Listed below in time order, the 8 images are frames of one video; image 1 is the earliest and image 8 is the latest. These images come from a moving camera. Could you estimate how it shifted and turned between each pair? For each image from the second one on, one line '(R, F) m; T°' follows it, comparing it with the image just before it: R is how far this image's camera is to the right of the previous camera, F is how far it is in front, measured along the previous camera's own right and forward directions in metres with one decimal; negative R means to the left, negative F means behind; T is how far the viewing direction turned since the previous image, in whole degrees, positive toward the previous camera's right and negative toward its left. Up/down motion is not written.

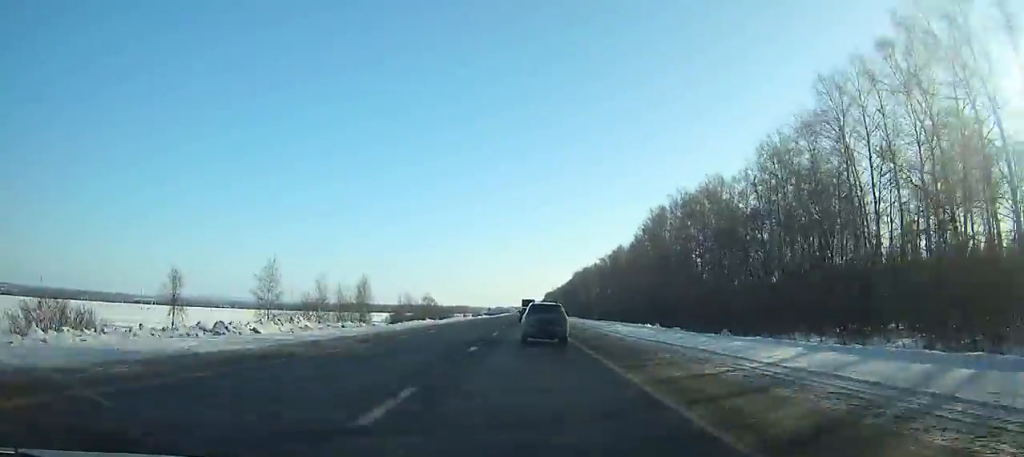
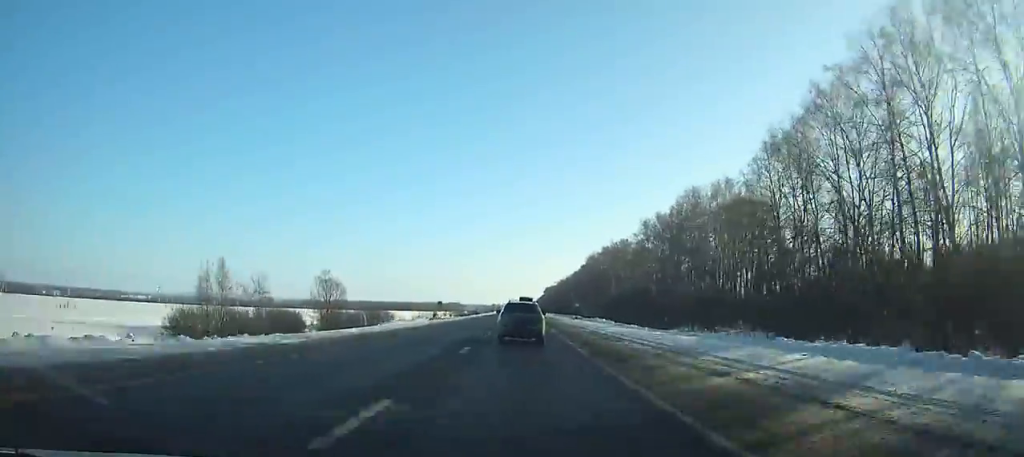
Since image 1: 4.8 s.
(-0.1, +94.1) m; 0°
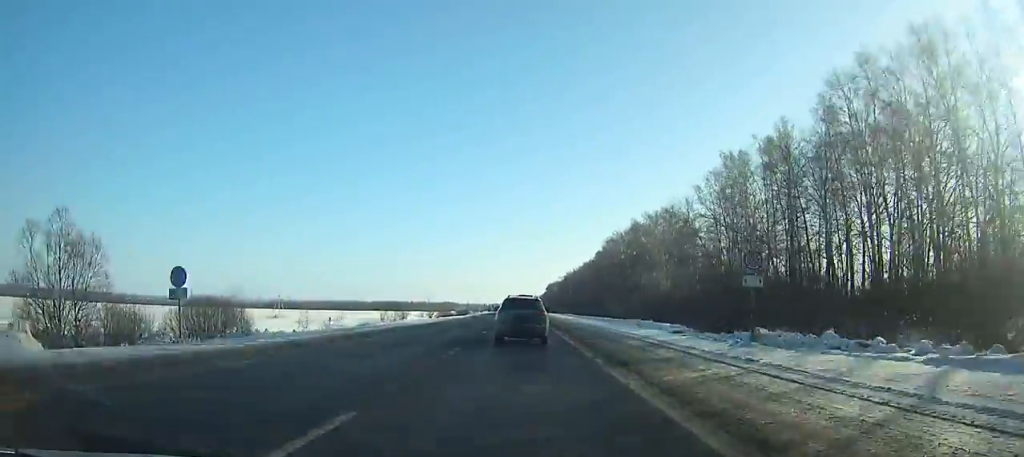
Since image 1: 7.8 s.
(-0.1, +59.3) m; 0°
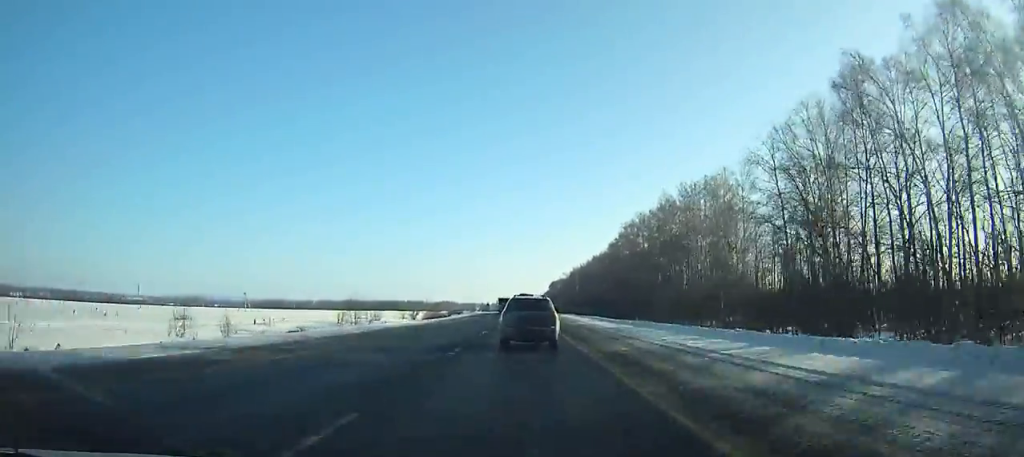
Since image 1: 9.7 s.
(+0.1, +37.2) m; 0°
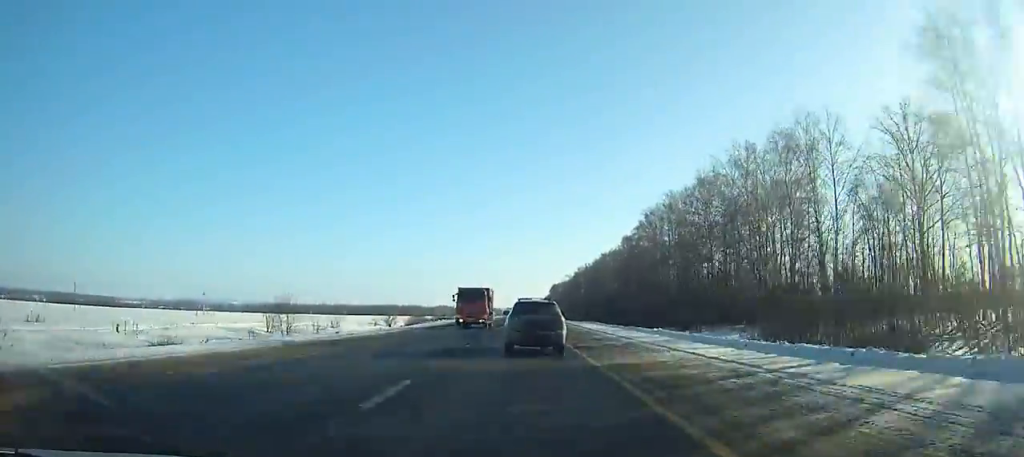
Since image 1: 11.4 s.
(-0.1, +32.8) m; 0°
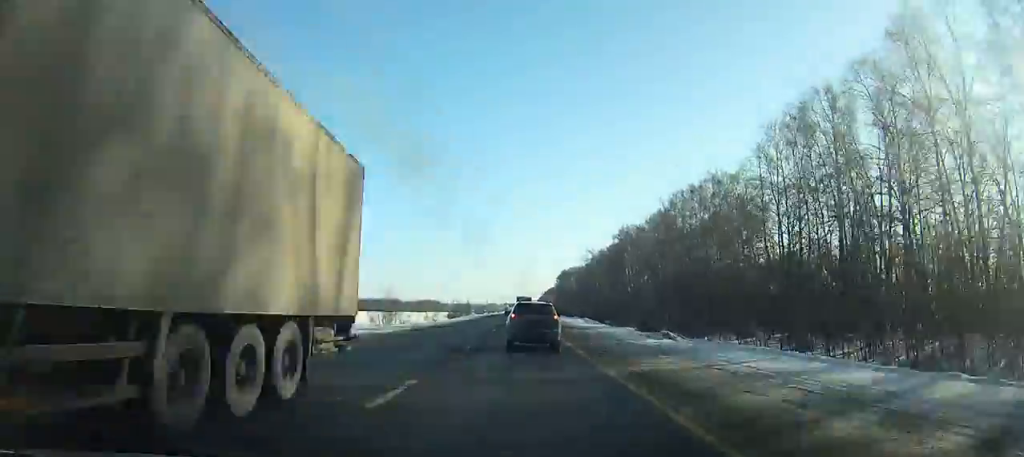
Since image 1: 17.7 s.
(+0.6, +119.8) m; 0°
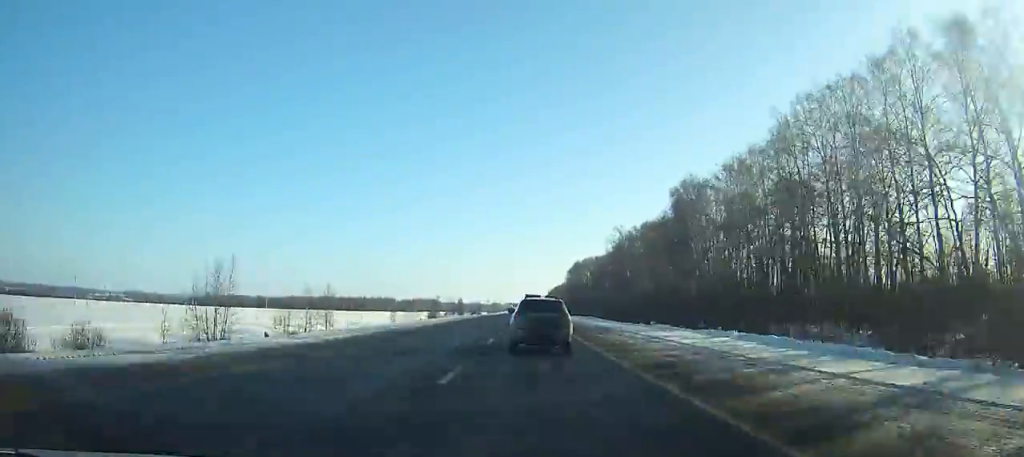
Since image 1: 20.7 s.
(-0.2, +56.1) m; 0°
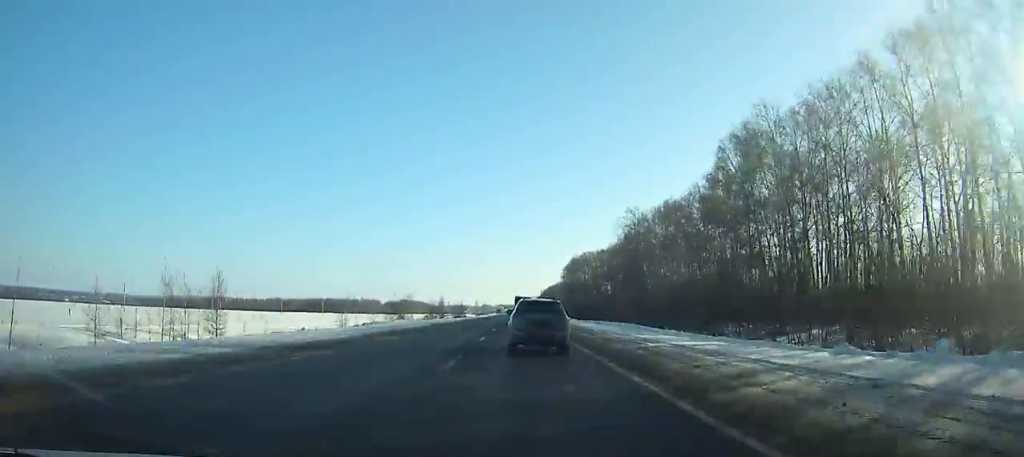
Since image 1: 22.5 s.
(-0.1, +33.2) m; 0°
